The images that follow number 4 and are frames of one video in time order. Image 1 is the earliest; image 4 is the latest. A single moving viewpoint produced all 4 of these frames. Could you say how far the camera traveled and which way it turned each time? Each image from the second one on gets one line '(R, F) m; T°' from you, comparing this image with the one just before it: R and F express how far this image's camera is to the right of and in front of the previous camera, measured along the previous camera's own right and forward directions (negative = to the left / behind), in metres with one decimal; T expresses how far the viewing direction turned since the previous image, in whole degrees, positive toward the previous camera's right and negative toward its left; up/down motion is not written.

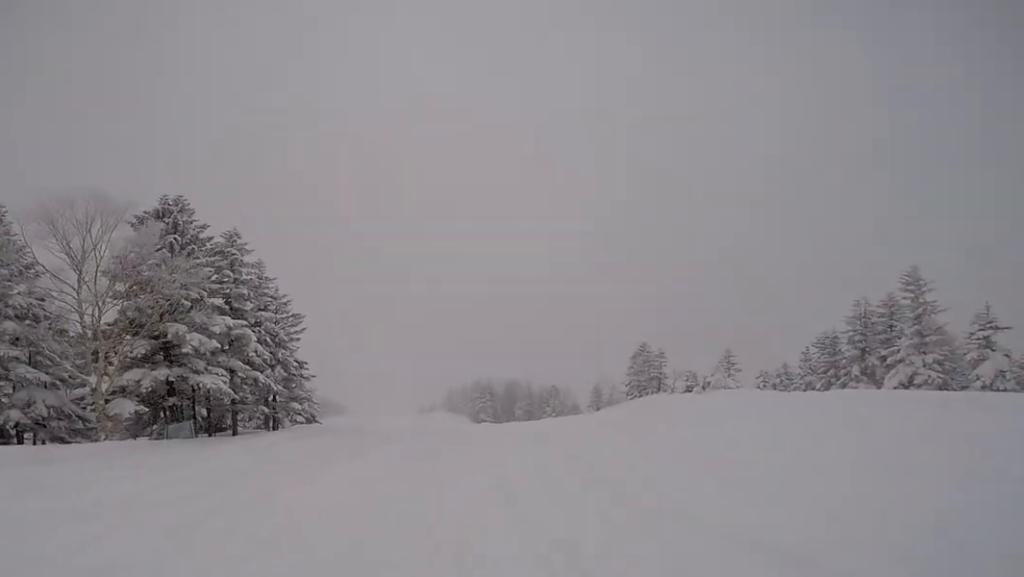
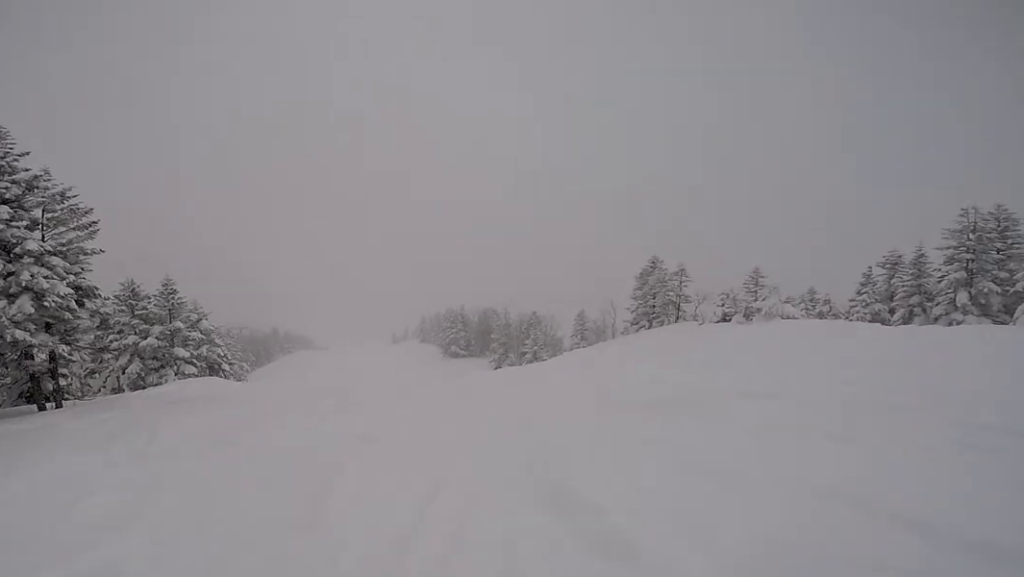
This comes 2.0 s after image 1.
(-0.3, +10.9) m; 0°
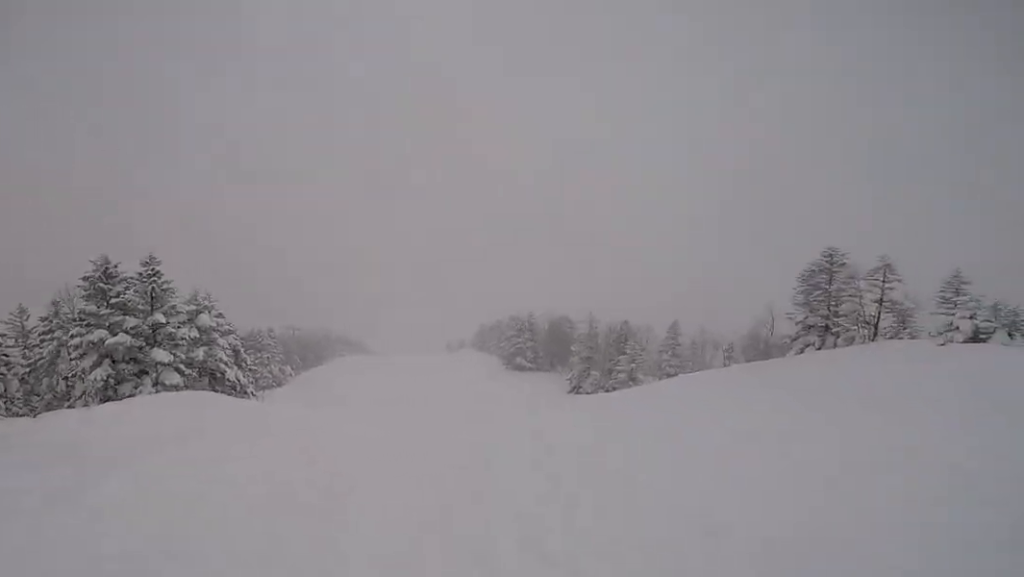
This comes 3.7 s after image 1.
(-2.0, +8.2) m; -14°
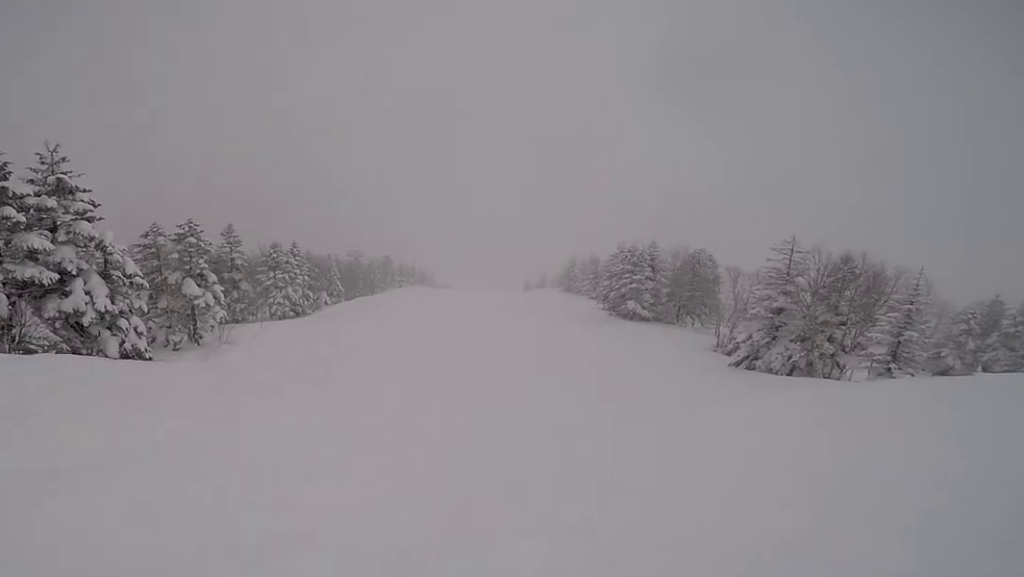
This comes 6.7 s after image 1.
(+1.7, +20.1) m; -5°
